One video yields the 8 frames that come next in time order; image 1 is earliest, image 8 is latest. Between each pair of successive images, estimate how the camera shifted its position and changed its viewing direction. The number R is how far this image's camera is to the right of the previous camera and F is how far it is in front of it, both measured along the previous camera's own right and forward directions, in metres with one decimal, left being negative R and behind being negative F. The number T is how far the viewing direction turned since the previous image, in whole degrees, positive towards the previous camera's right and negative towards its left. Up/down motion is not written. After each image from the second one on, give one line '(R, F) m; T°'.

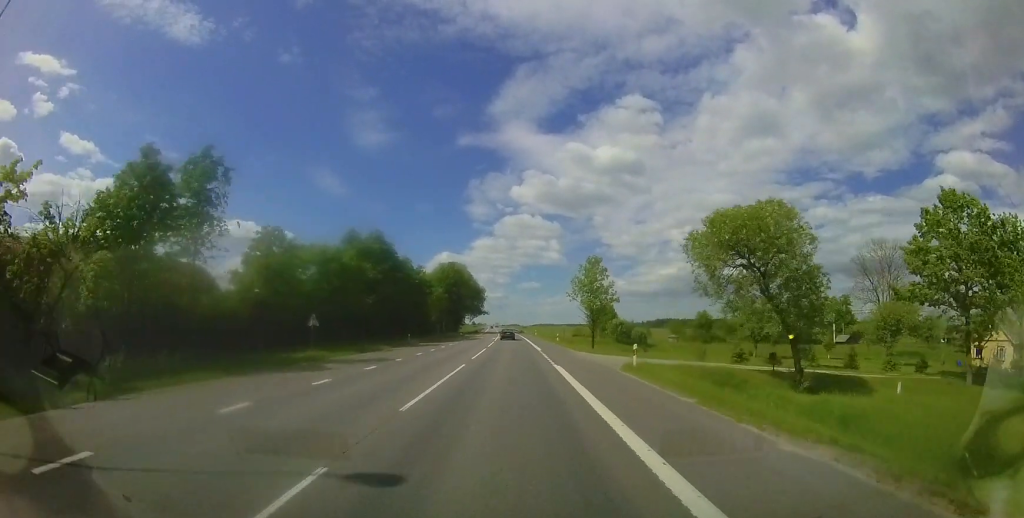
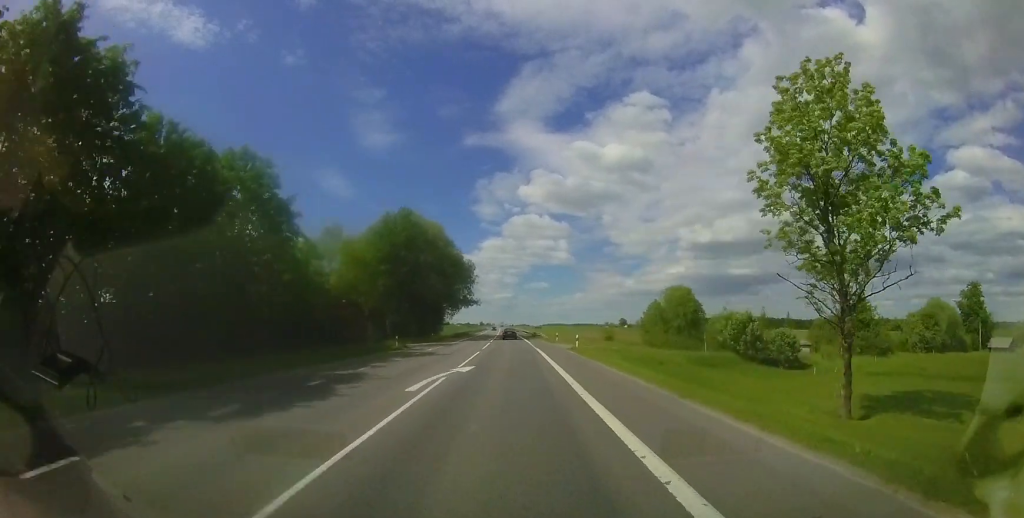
(0.0, +39.3) m; -1°
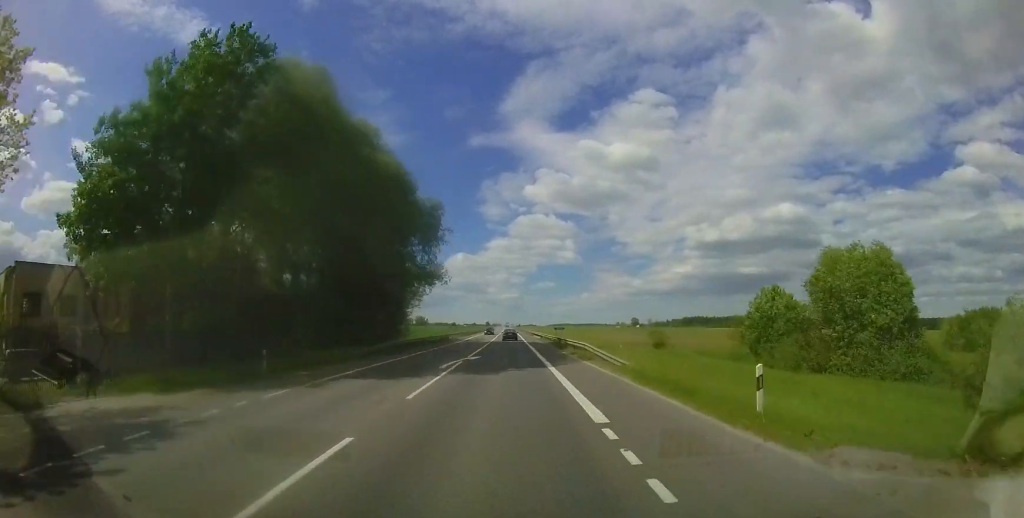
(-0.5, +30.5) m; -1°
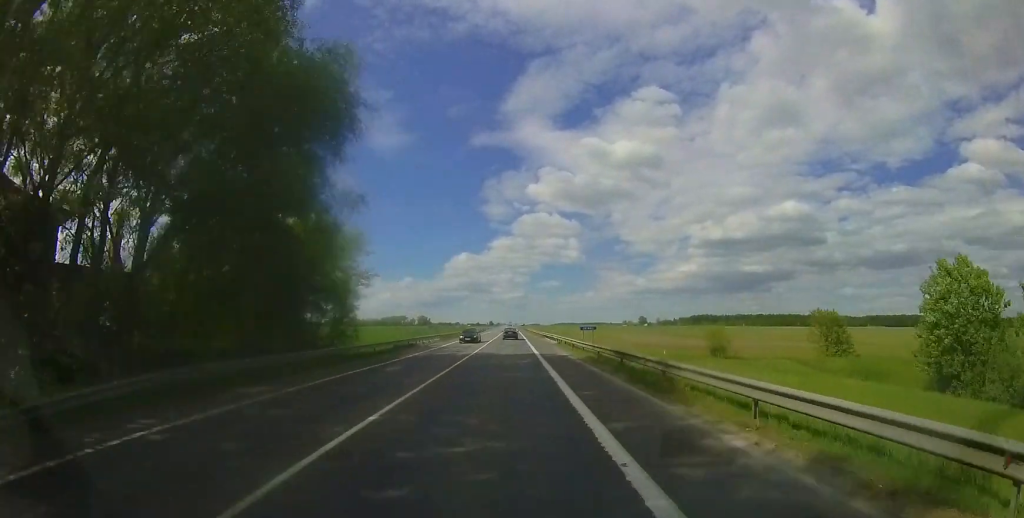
(0.0, +18.2) m; 0°
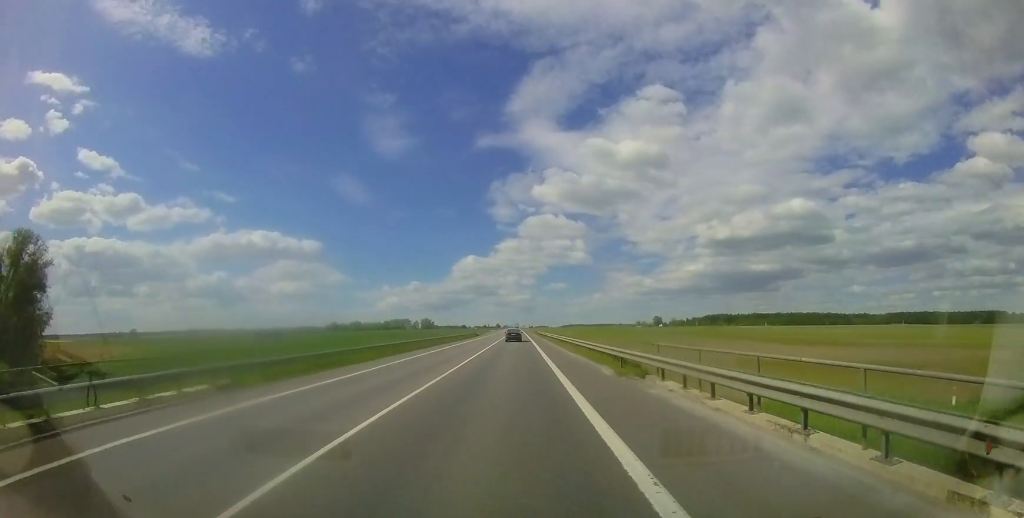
(-0.4, +35.8) m; 0°
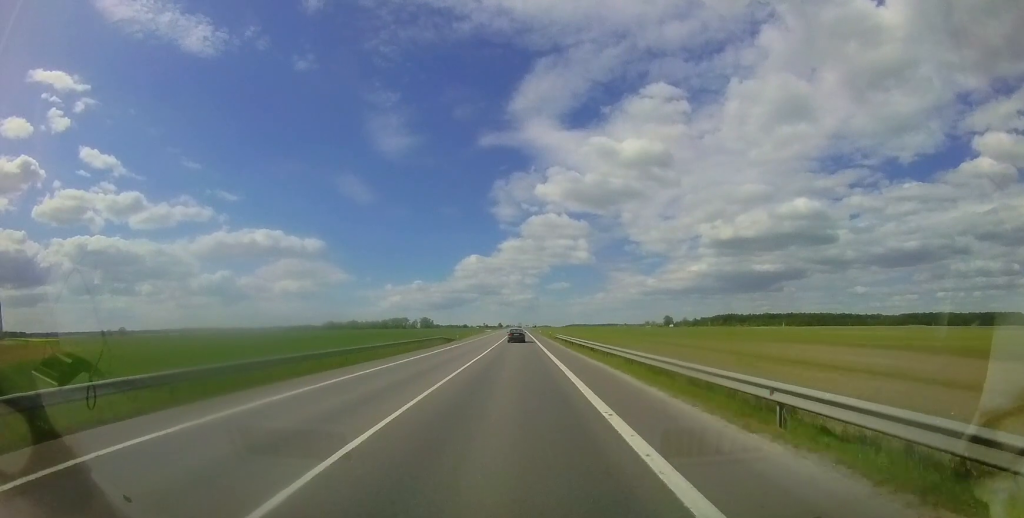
(+0.2, +32.5) m; +1°
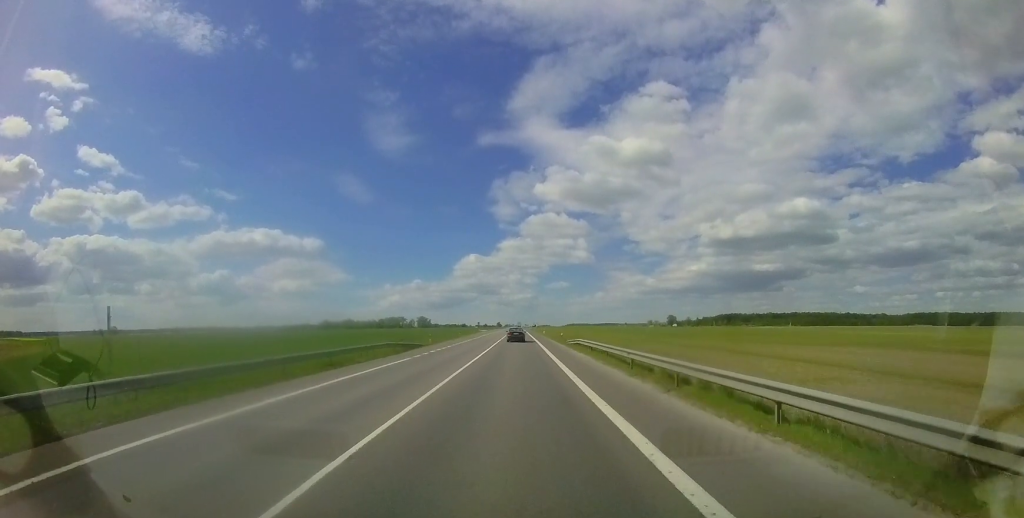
(0.0, +15.2) m; 0°
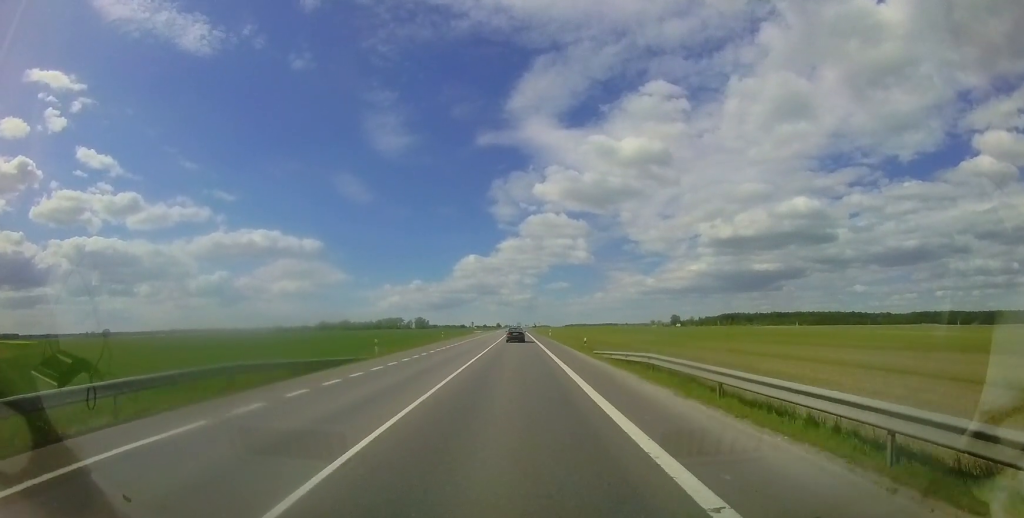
(0.0, +14.1) m; 0°
